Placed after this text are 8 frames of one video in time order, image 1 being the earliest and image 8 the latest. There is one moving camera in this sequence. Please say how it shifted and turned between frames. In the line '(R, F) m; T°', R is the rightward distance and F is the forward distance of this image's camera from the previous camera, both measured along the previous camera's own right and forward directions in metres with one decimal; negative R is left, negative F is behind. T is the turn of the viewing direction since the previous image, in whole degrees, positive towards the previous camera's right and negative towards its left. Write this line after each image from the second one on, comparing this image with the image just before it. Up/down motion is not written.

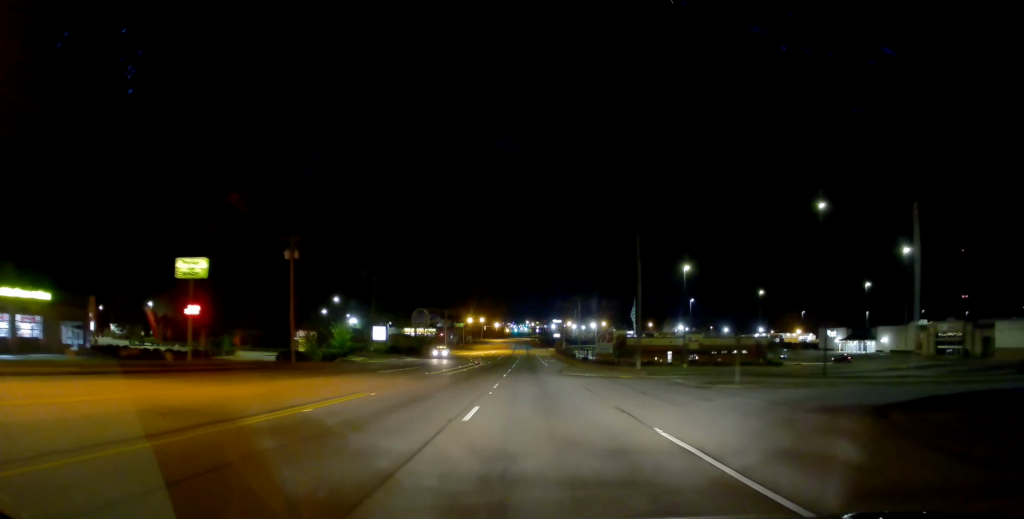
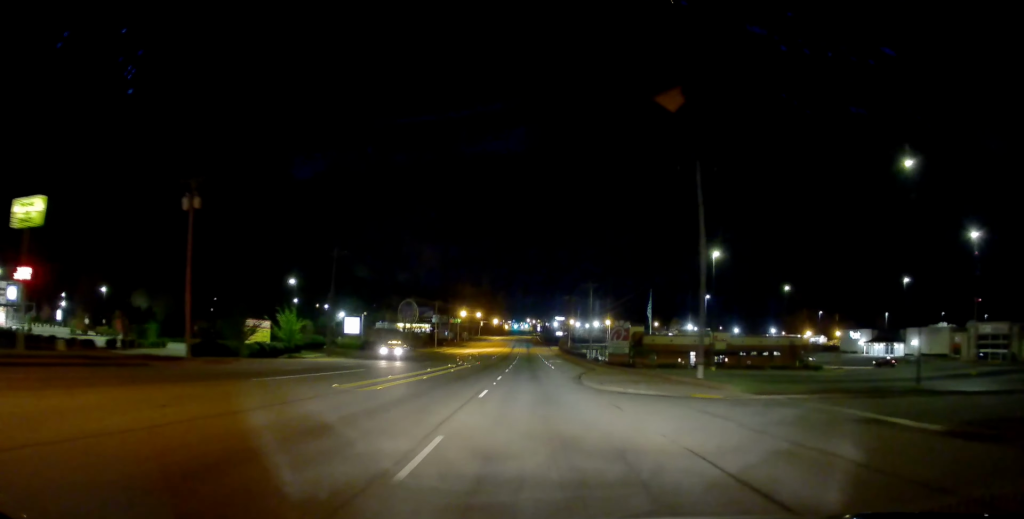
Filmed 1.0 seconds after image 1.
(+0.3, +17.9) m; +1°
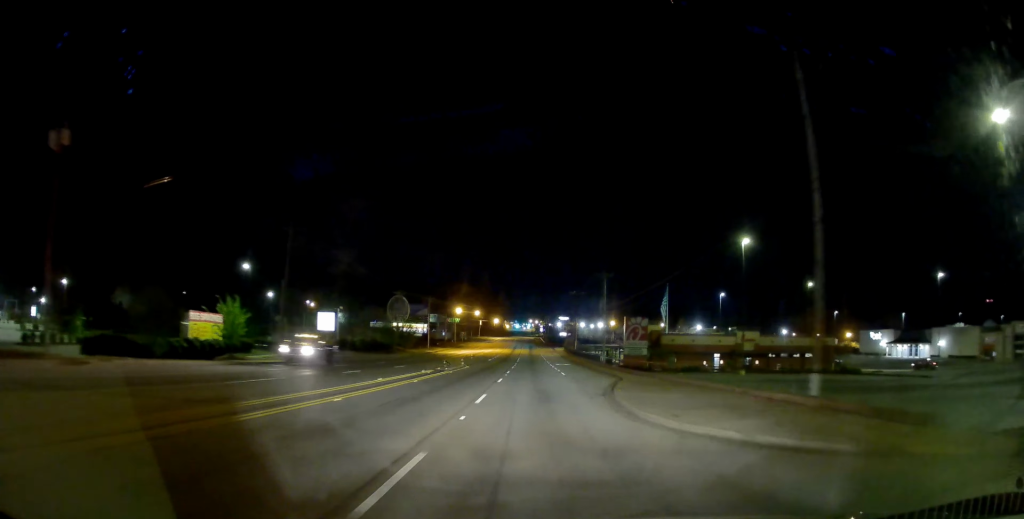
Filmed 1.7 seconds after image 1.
(+0.2, +13.2) m; 0°
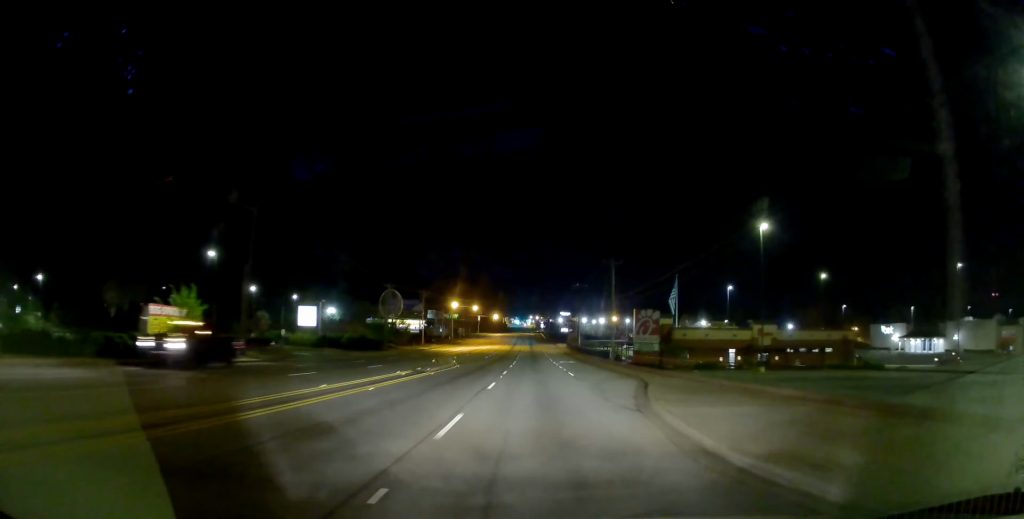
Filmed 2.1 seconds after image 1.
(-0.2, +7.3) m; -1°
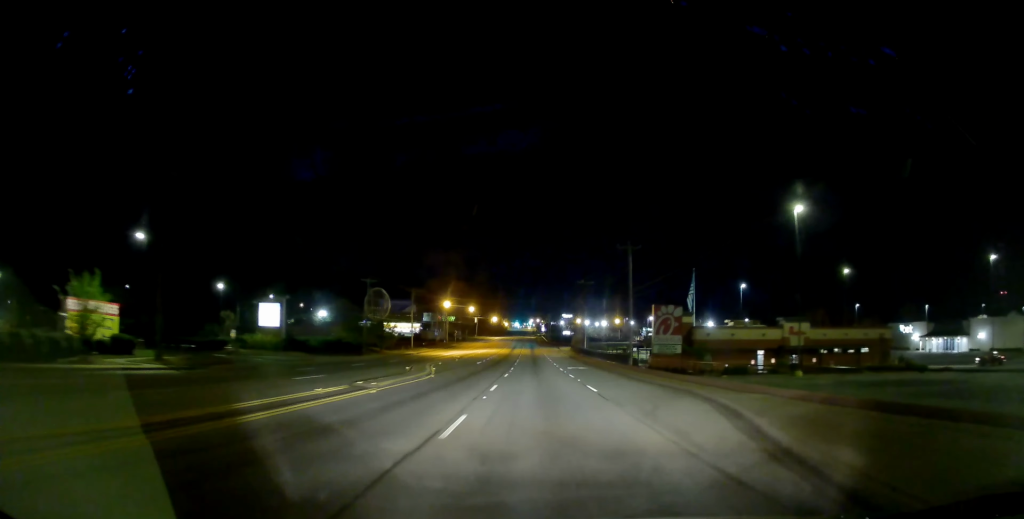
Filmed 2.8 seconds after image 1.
(-0.1, +11.5) m; -1°
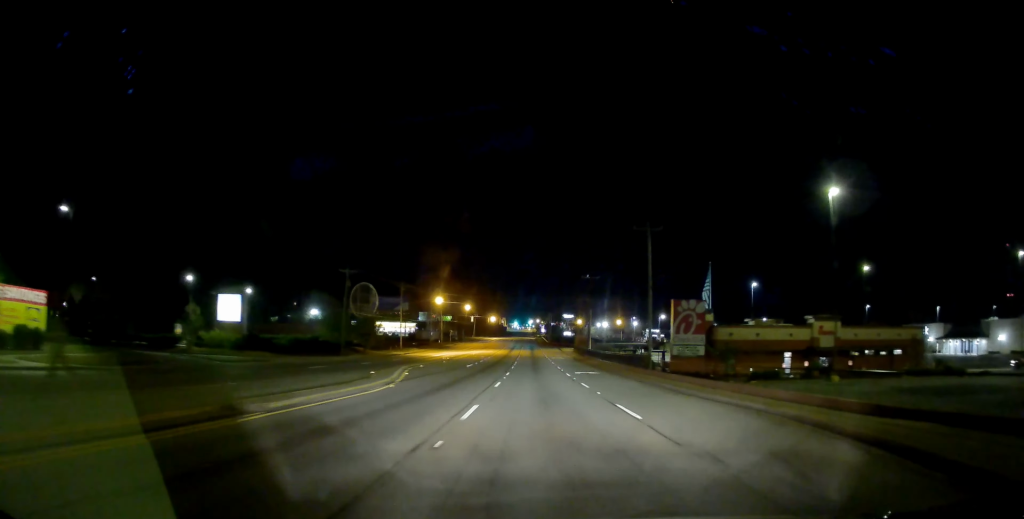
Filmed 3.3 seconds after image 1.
(0.0, +9.1) m; 0°
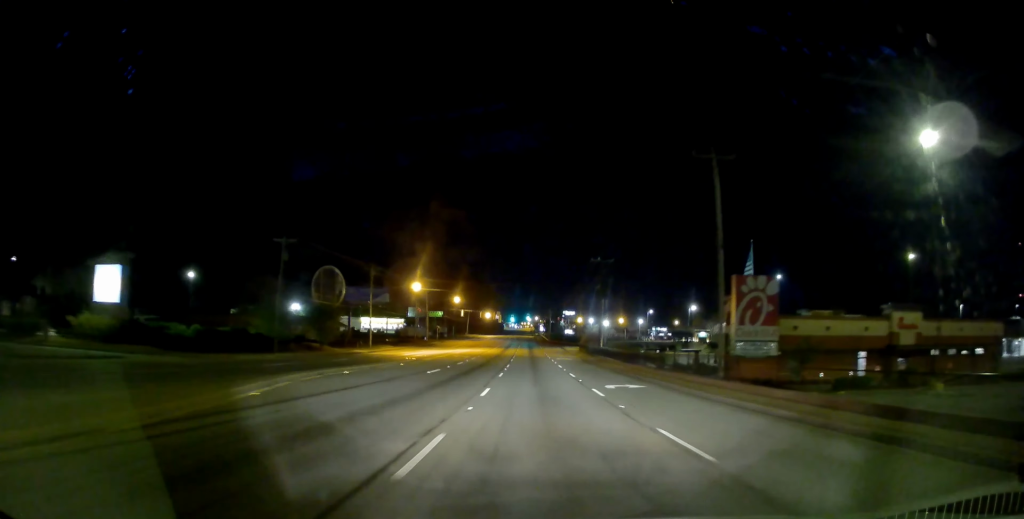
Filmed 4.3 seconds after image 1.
(0.0, +18.2) m; -1°
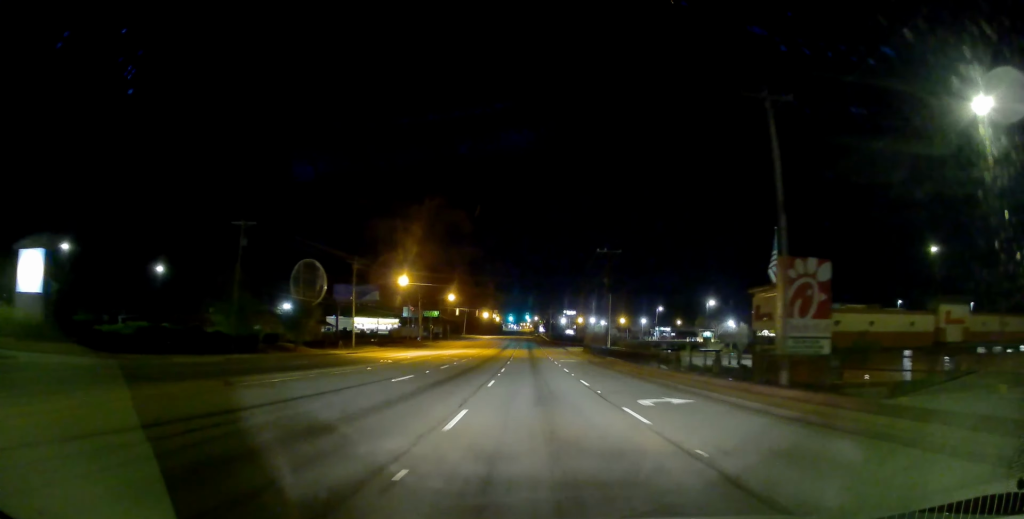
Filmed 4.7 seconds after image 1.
(0.0, +7.8) m; 0°
